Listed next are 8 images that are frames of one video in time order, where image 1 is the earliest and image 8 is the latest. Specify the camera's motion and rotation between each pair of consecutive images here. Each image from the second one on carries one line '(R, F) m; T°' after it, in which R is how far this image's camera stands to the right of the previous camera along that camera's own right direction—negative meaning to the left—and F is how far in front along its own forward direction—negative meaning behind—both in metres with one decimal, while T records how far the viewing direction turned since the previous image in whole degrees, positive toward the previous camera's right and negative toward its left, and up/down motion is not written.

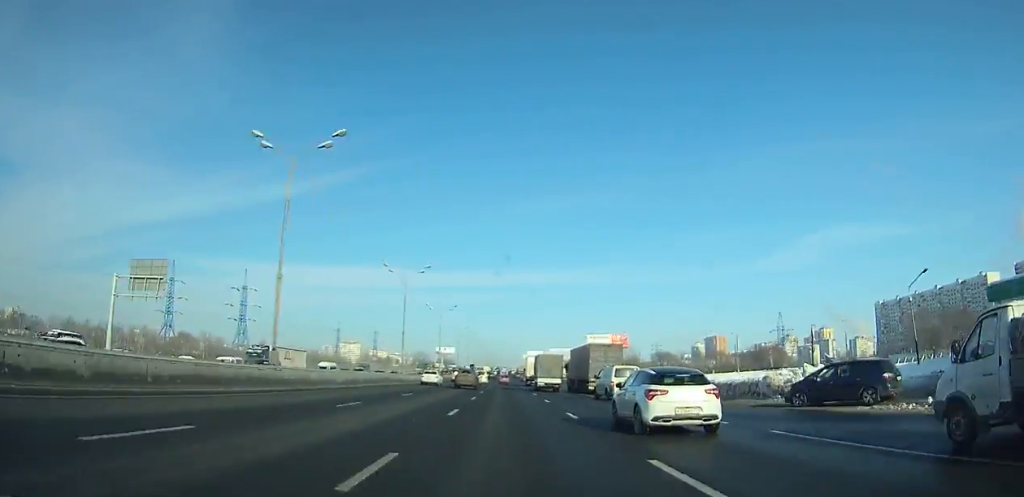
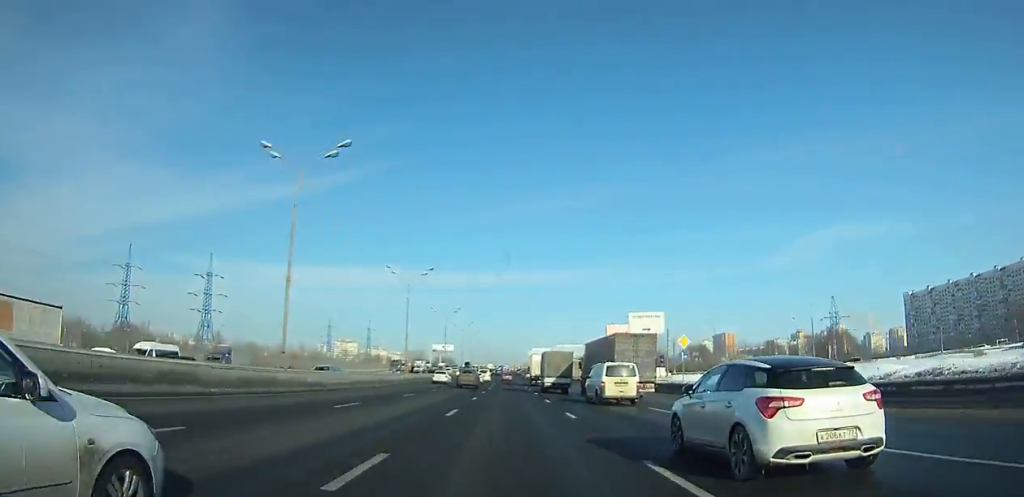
(0.0, +37.3) m; 0°
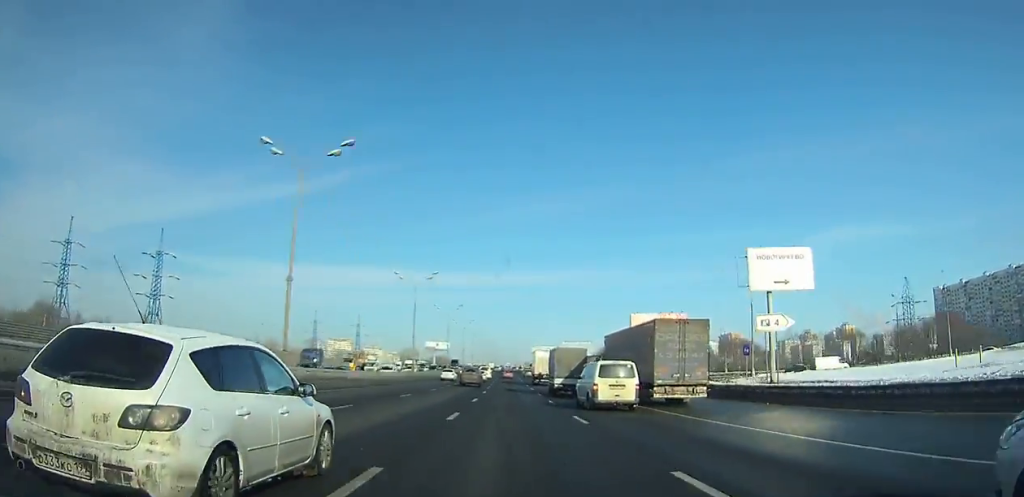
(0.0, +37.4) m; 0°
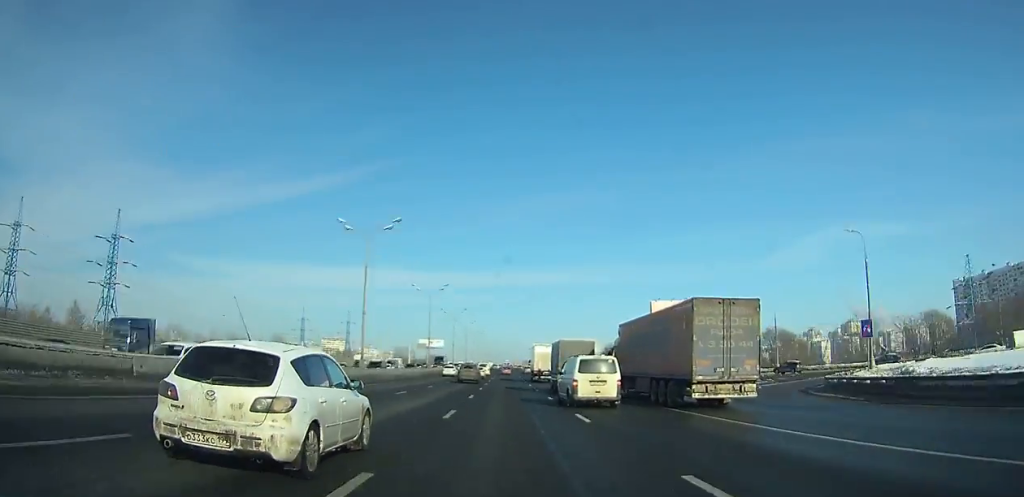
(0.0, +25.6) m; 0°
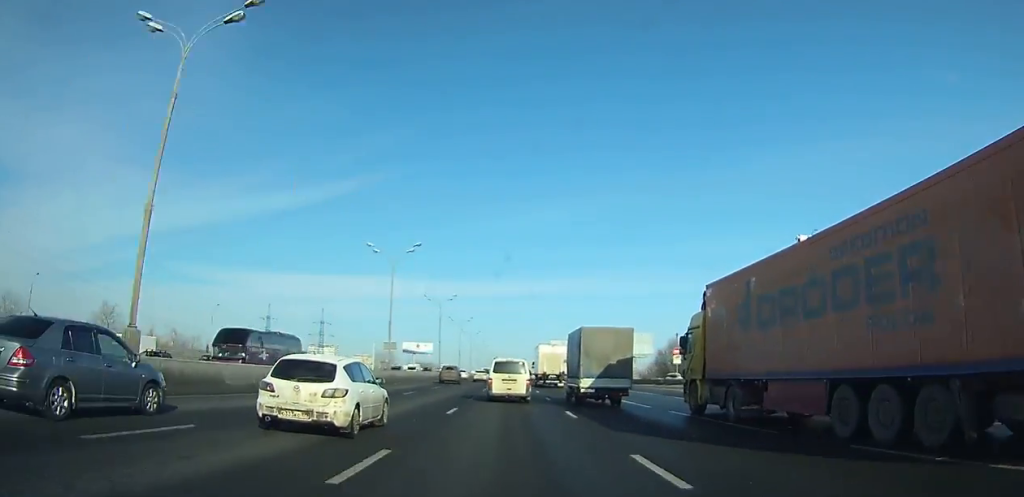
(0.0, +70.8) m; 0°
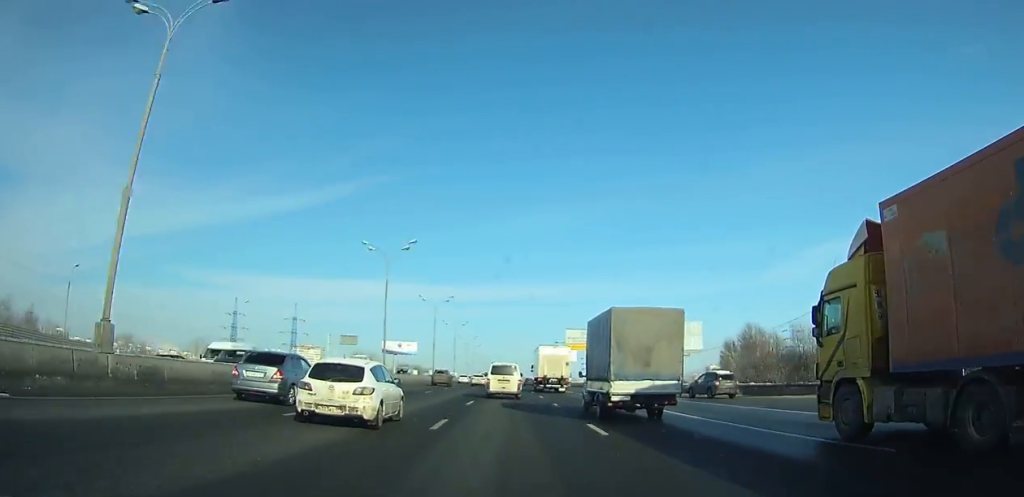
(0.0, +41.2) m; 0°
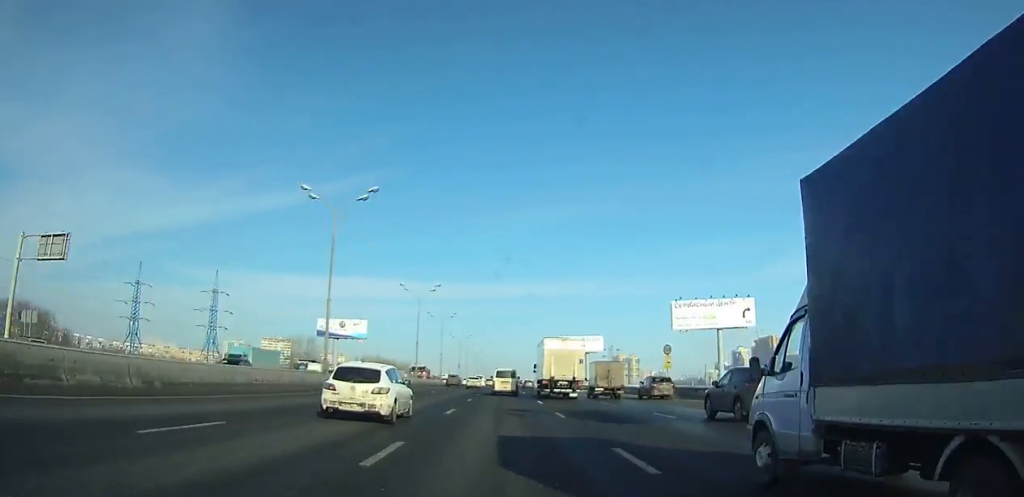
(-0.3, +87.6) m; 0°
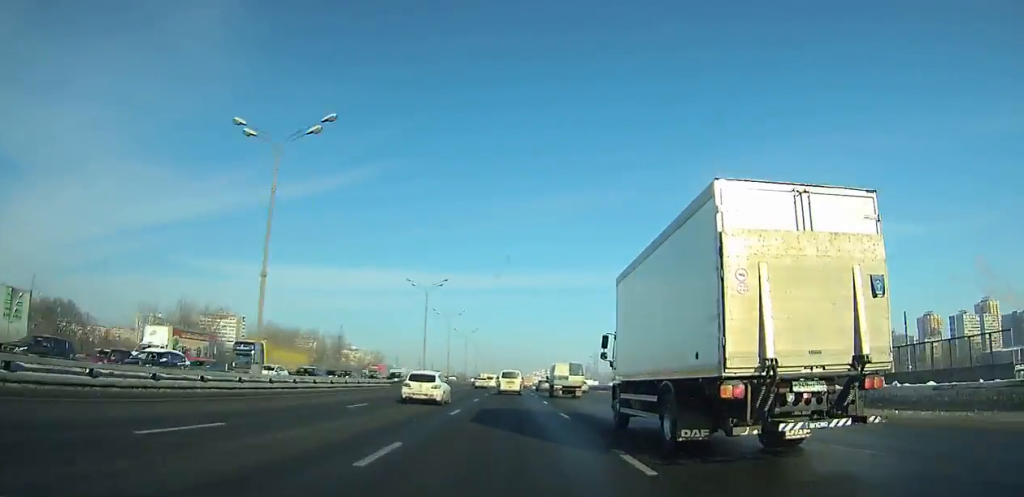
(-0.1, +148.6) m; 0°
